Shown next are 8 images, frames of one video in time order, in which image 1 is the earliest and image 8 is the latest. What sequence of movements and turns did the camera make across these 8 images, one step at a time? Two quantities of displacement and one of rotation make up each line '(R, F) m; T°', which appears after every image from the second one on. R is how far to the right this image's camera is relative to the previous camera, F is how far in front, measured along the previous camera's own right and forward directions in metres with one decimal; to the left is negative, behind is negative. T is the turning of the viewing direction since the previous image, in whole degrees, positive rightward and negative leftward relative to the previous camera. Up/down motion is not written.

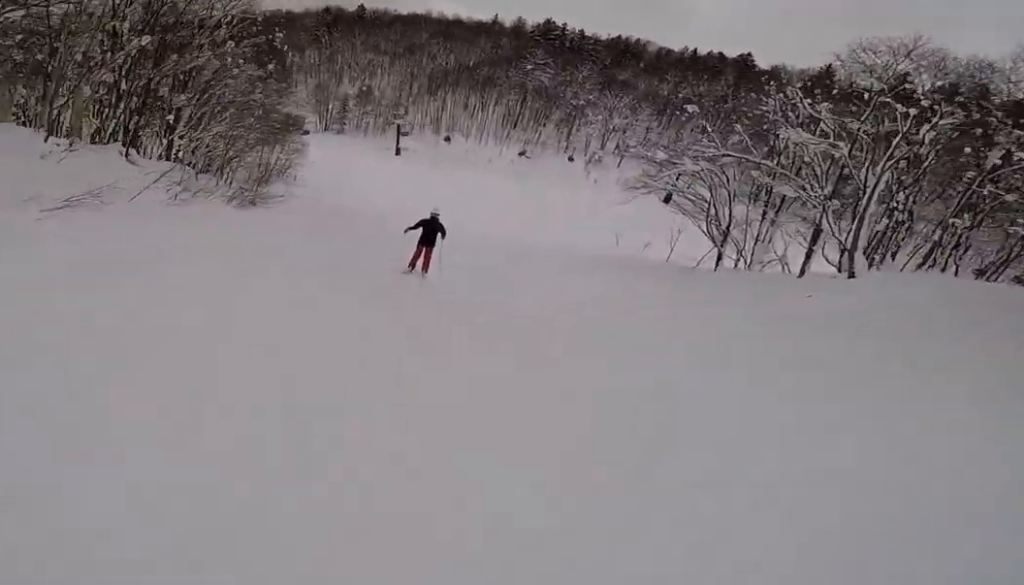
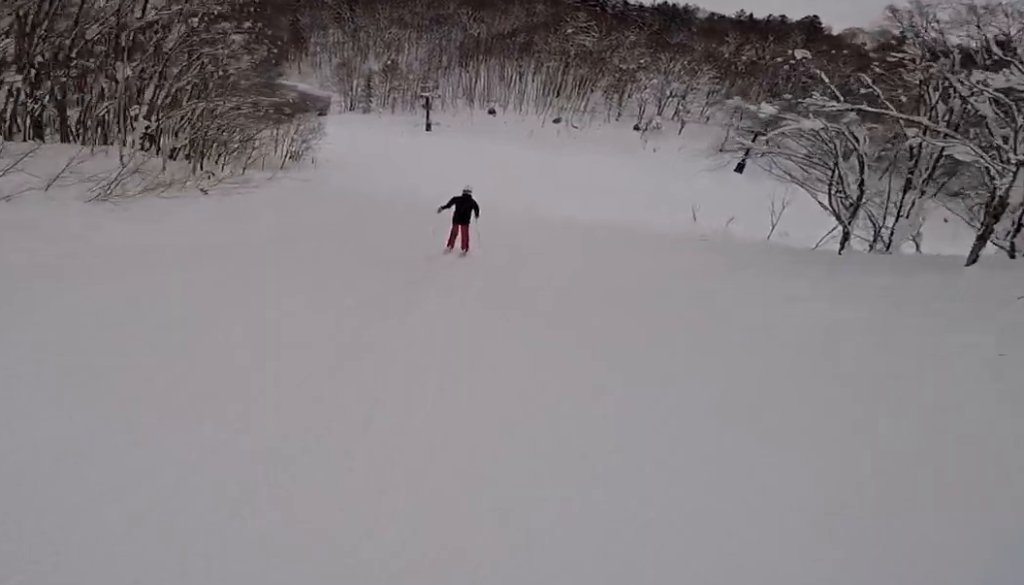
(-0.8, +7.5) m; -4°
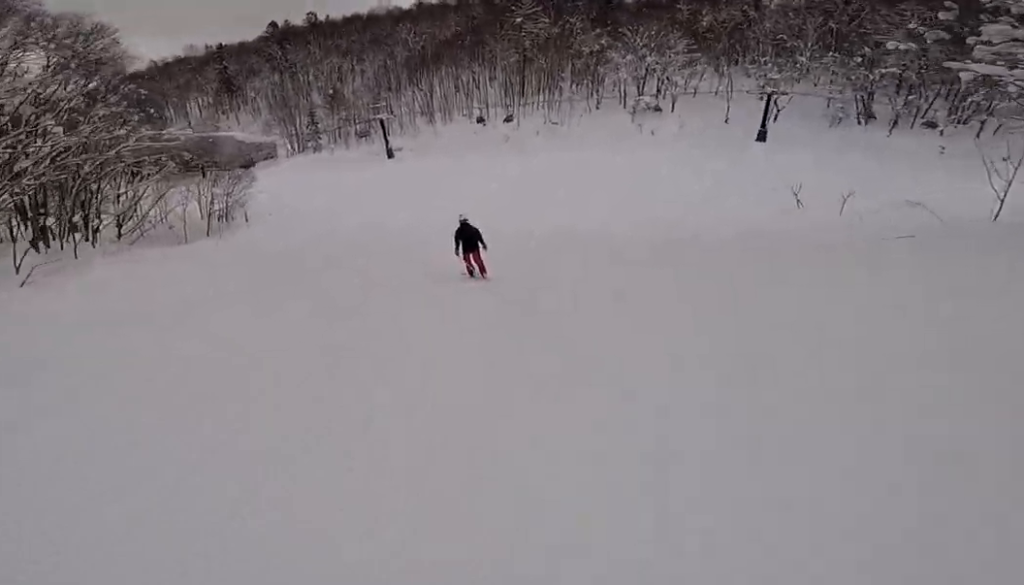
(-1.1, +15.7) m; -4°
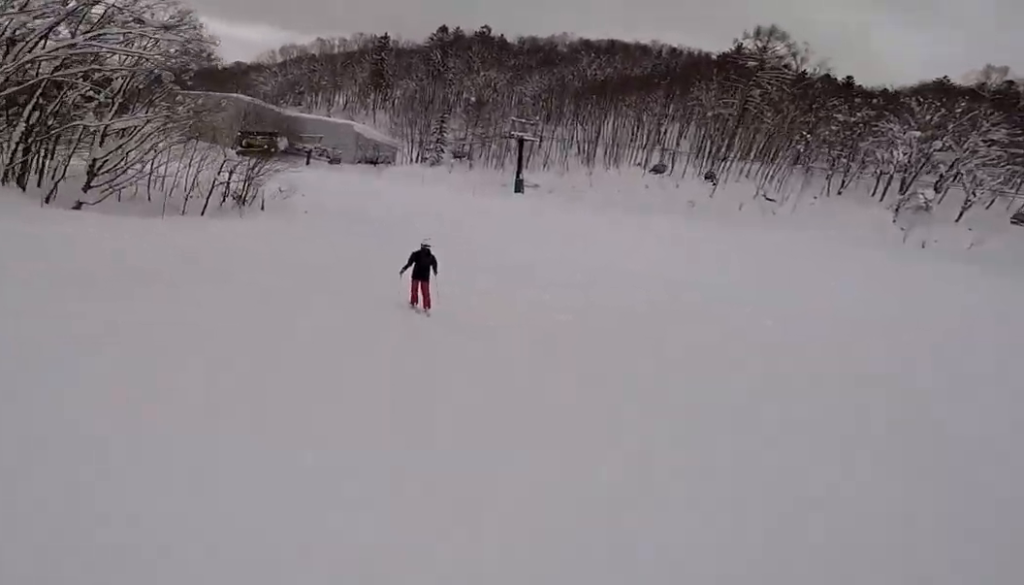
(0.0, +19.4) m; -5°
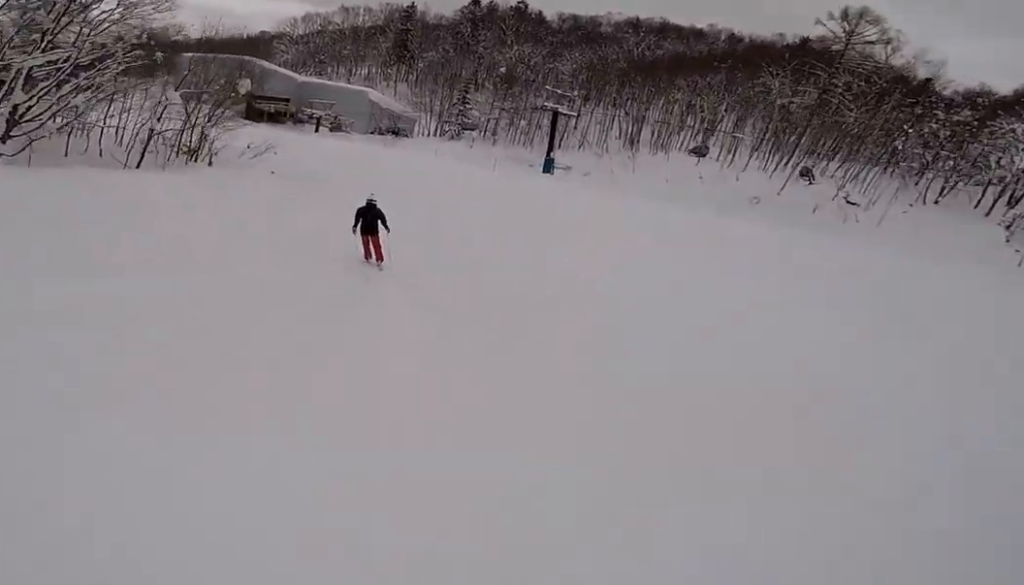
(-0.3, +6.9) m; -7°
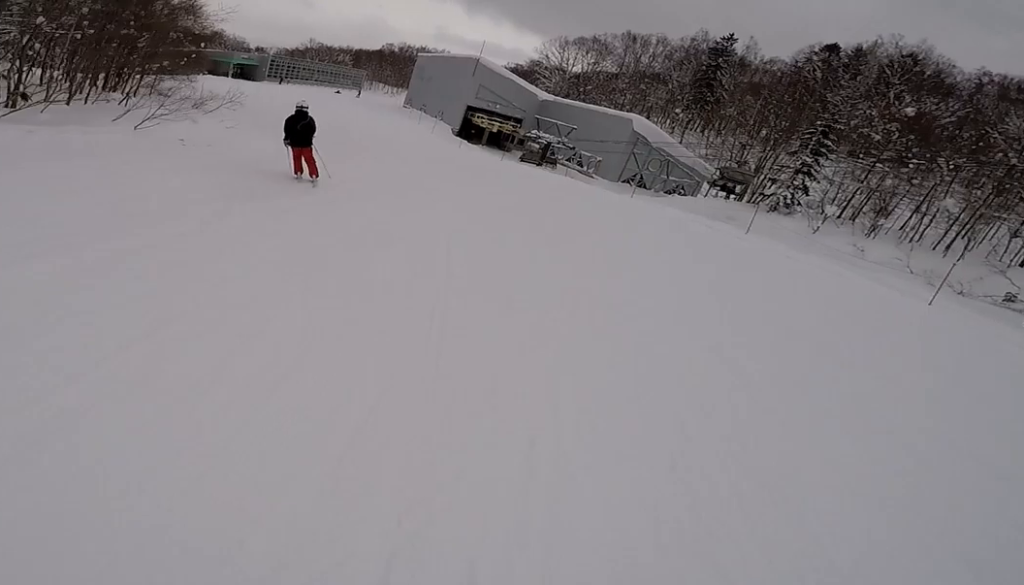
(-6.9, +23.3) m; -34°
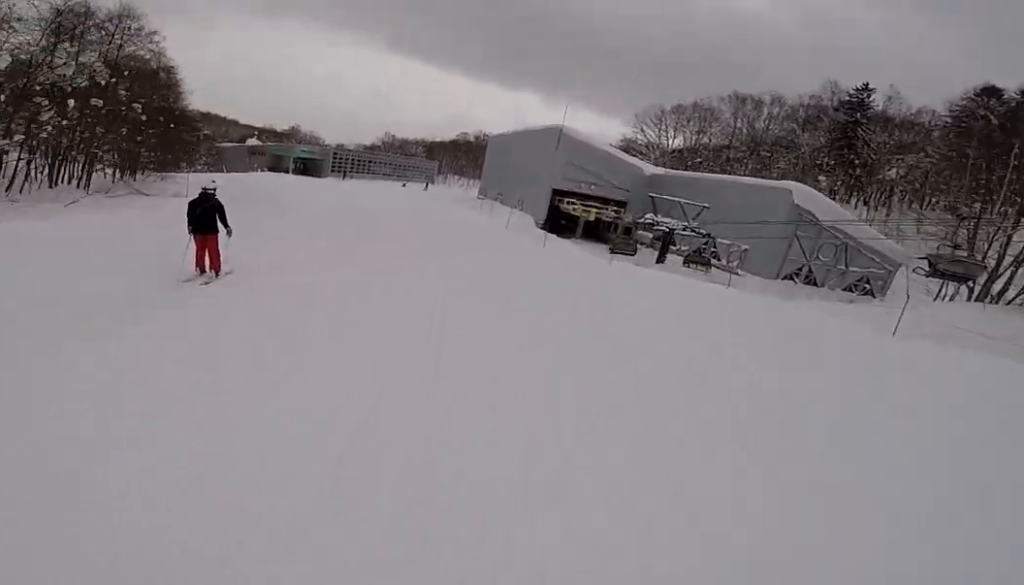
(-1.7, +13.5) m; -8°
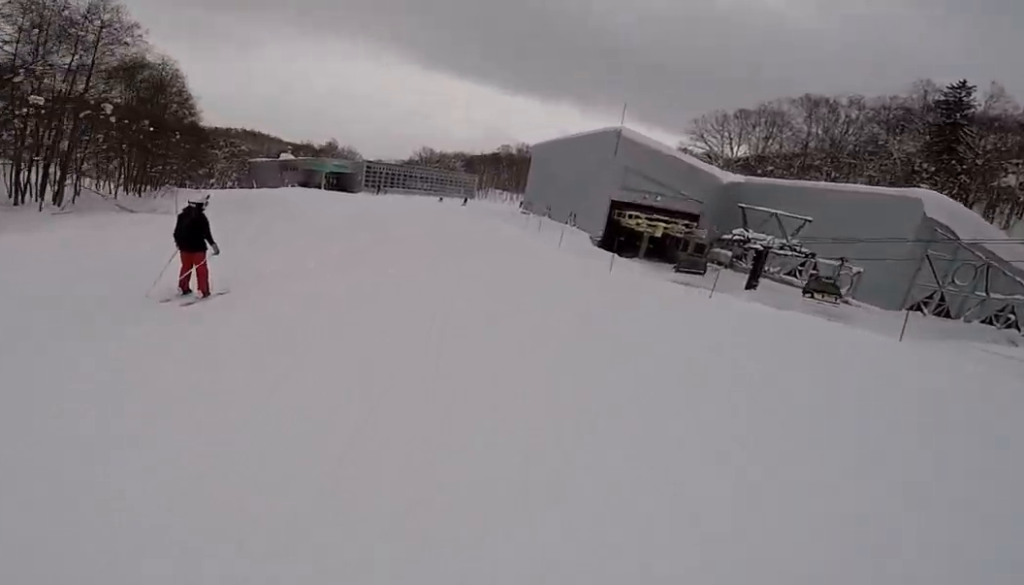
(0.0, +5.9) m; -1°
